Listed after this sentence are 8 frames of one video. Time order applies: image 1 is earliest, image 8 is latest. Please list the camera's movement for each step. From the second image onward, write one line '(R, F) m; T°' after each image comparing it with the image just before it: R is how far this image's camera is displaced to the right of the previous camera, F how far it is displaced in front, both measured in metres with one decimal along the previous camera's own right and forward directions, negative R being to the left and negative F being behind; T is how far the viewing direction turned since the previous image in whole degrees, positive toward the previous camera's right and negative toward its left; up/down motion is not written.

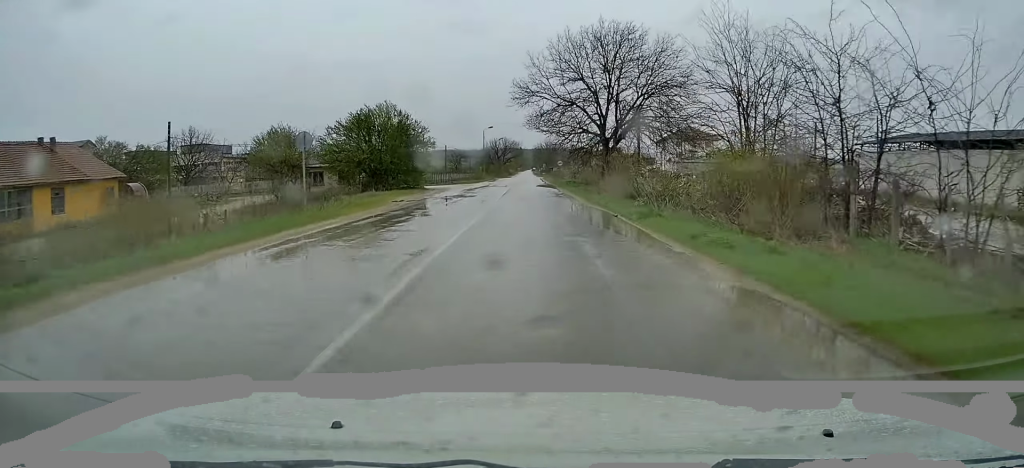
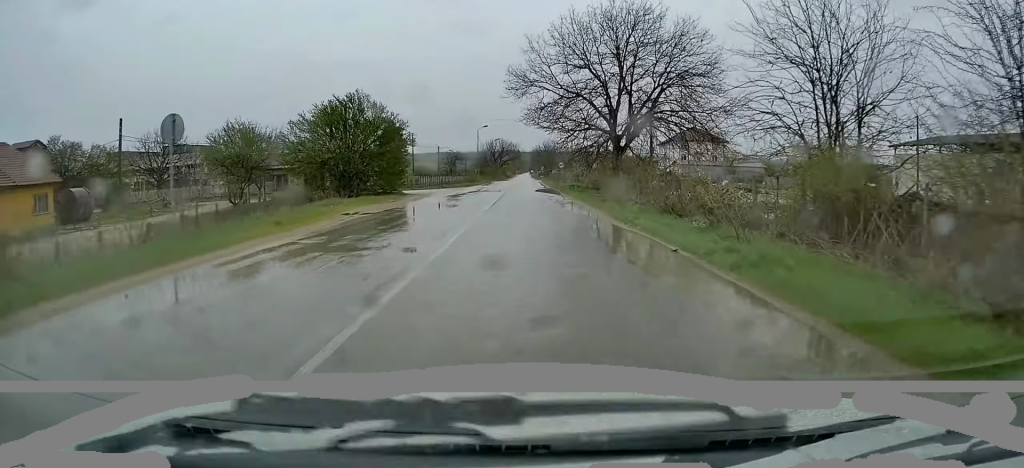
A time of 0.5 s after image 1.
(+0.2, +7.9) m; 0°
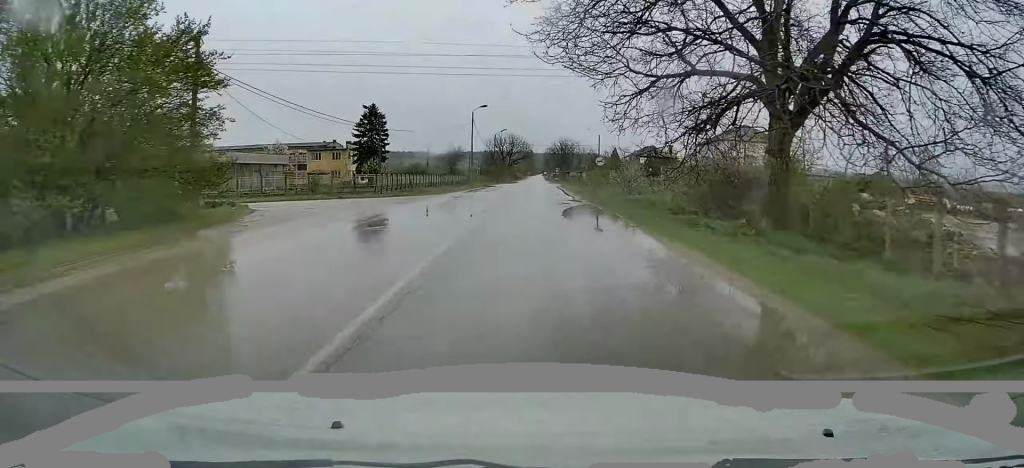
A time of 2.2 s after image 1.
(-0.4, +28.3) m; -1°
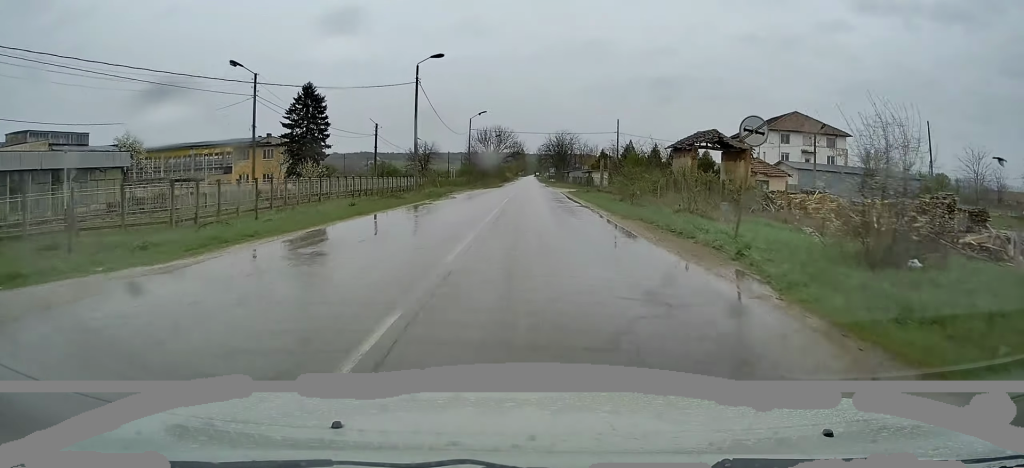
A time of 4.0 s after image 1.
(0.0, +29.7) m; +1°
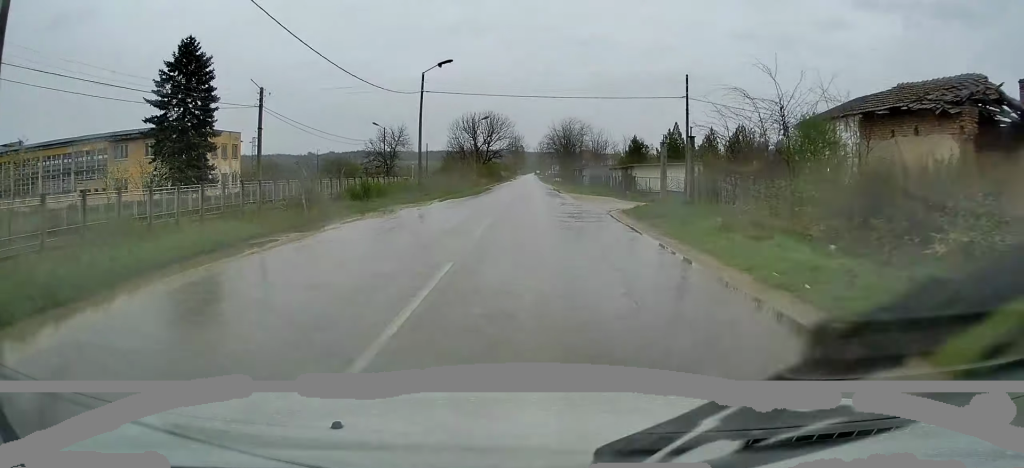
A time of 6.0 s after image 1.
(+0.6, +31.9) m; +1°
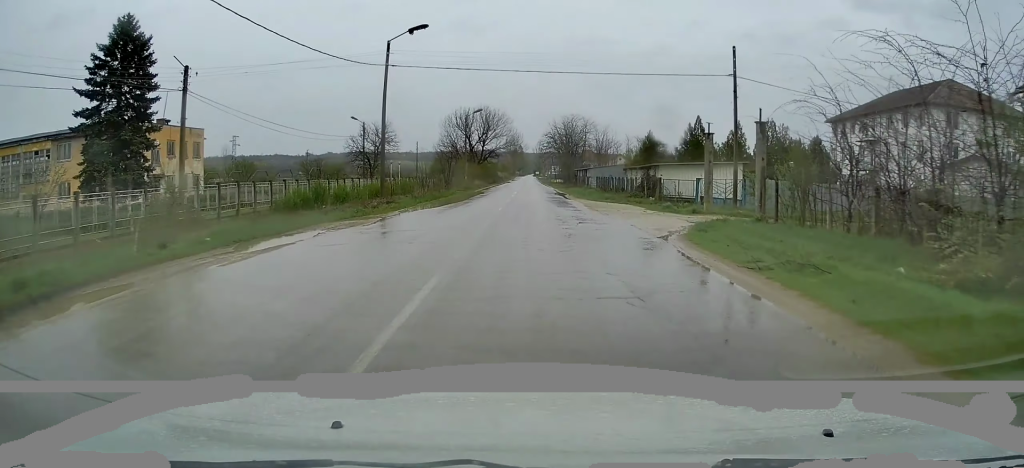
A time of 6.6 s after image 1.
(-0.2, +9.7) m; -1°
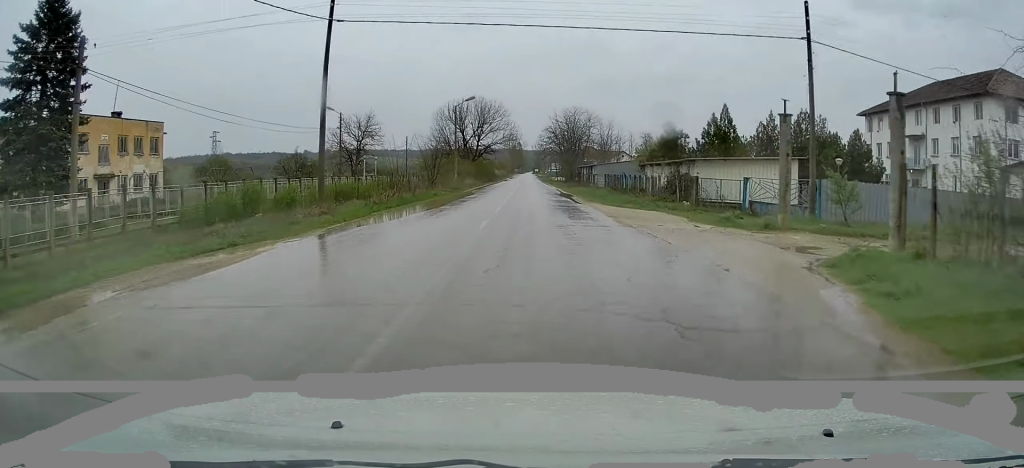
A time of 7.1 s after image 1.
(0.0, +8.7) m; 0°
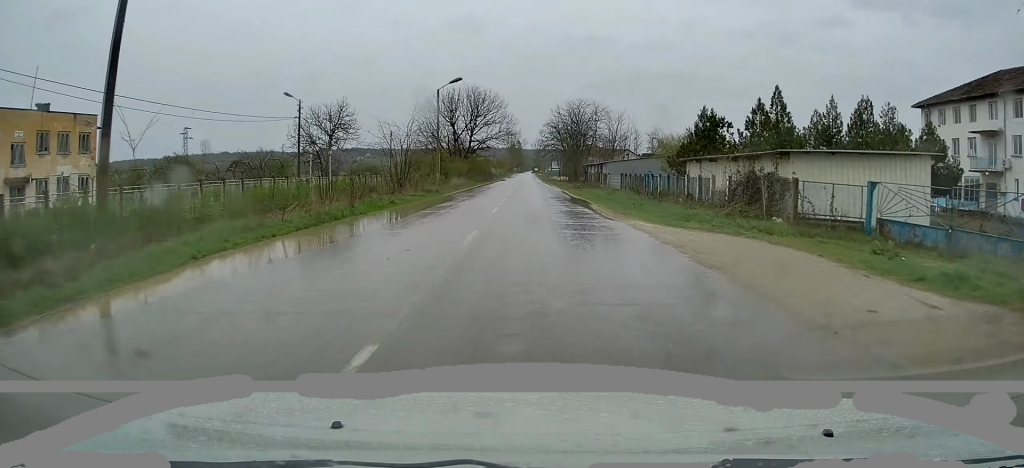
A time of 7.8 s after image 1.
(0.0, +11.4) m; +1°
